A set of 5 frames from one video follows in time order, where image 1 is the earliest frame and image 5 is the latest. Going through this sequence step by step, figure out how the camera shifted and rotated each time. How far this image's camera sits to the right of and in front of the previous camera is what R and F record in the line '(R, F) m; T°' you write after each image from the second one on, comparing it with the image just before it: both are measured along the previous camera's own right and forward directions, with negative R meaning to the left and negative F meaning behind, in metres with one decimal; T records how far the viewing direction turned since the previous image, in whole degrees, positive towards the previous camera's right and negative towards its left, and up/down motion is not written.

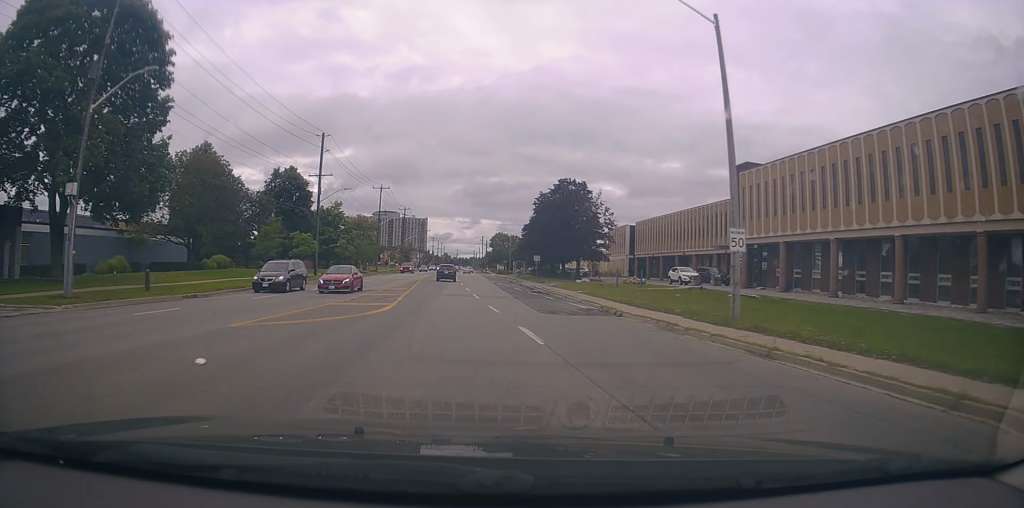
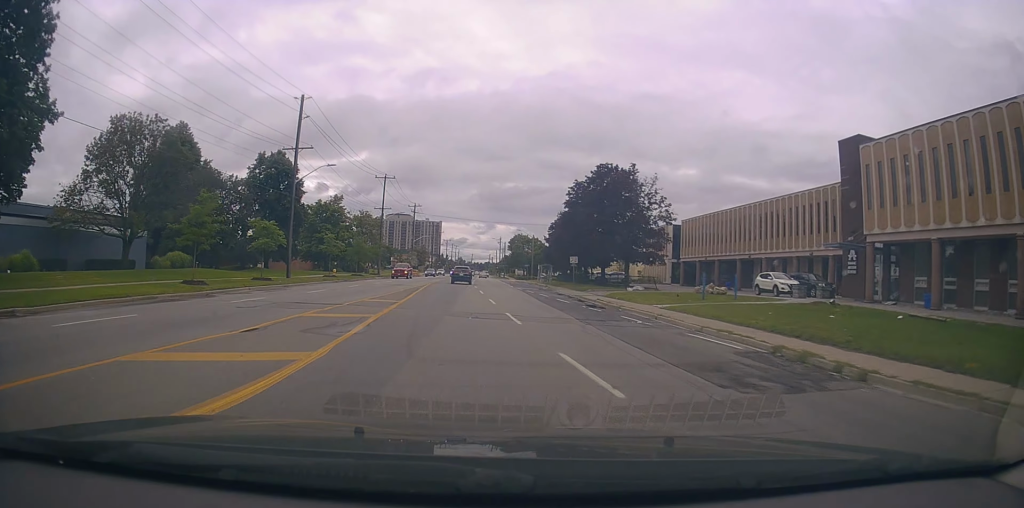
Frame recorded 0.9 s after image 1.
(-0.1, +13.8) m; -2°
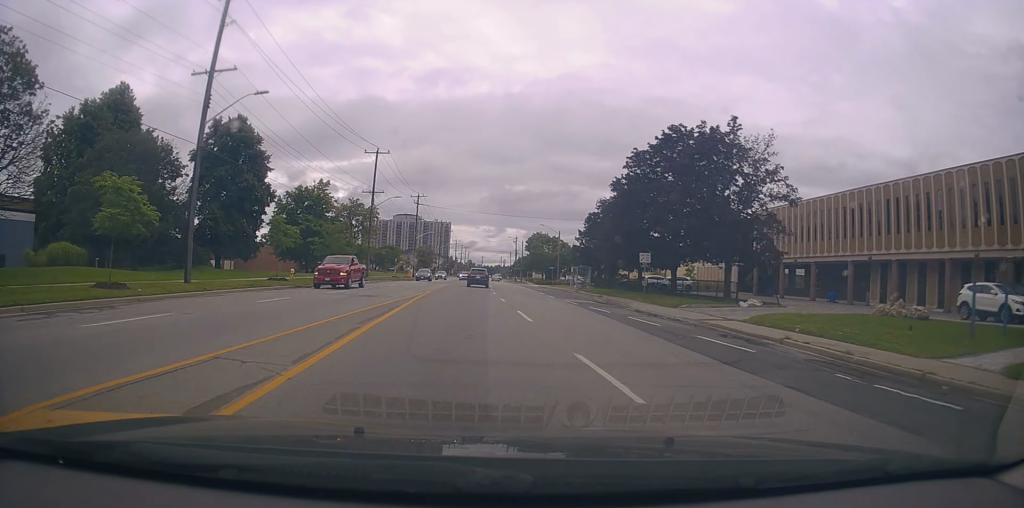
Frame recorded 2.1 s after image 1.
(-0.6, +18.4) m; -2°
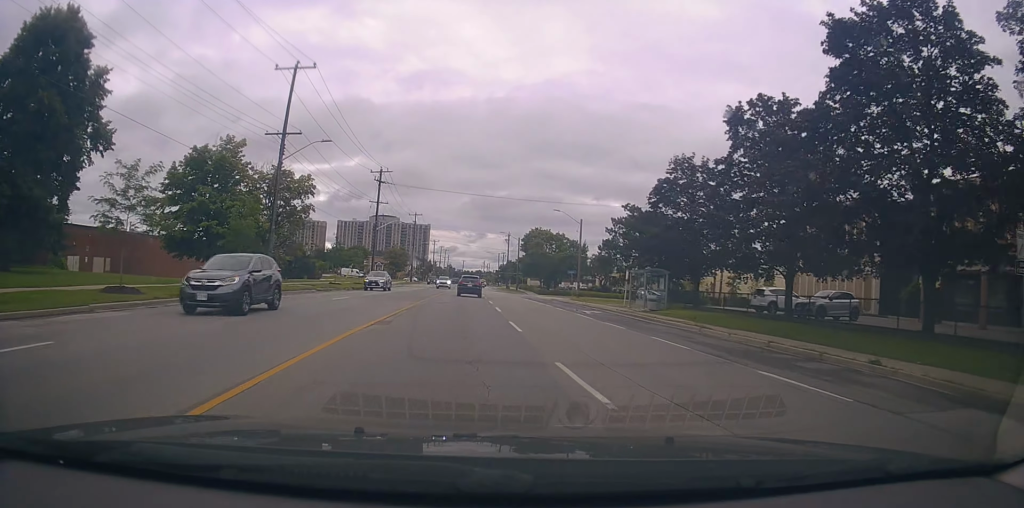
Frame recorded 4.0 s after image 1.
(+0.6, +28.8) m; +3°
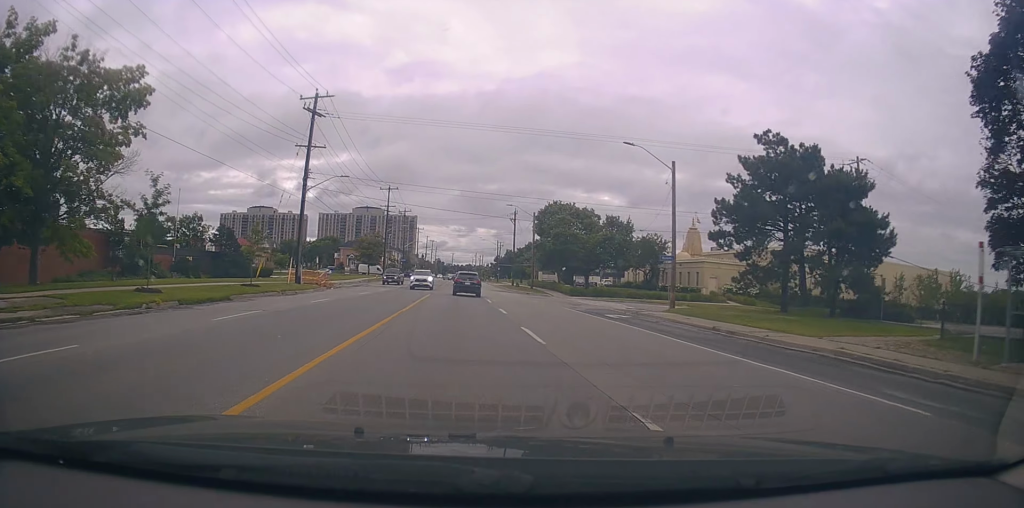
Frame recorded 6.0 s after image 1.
(+0.6, +31.1) m; +1°
